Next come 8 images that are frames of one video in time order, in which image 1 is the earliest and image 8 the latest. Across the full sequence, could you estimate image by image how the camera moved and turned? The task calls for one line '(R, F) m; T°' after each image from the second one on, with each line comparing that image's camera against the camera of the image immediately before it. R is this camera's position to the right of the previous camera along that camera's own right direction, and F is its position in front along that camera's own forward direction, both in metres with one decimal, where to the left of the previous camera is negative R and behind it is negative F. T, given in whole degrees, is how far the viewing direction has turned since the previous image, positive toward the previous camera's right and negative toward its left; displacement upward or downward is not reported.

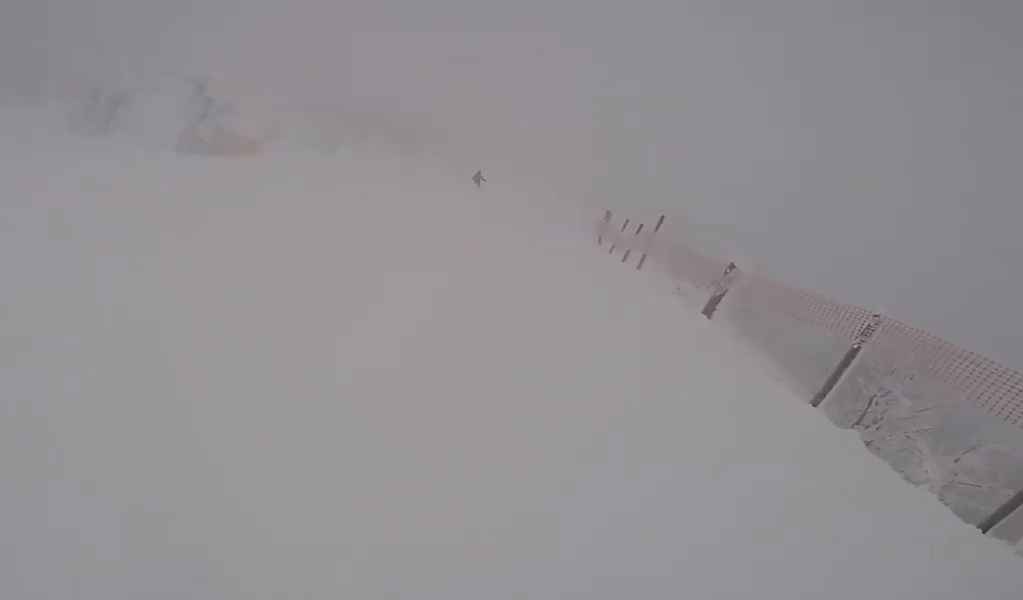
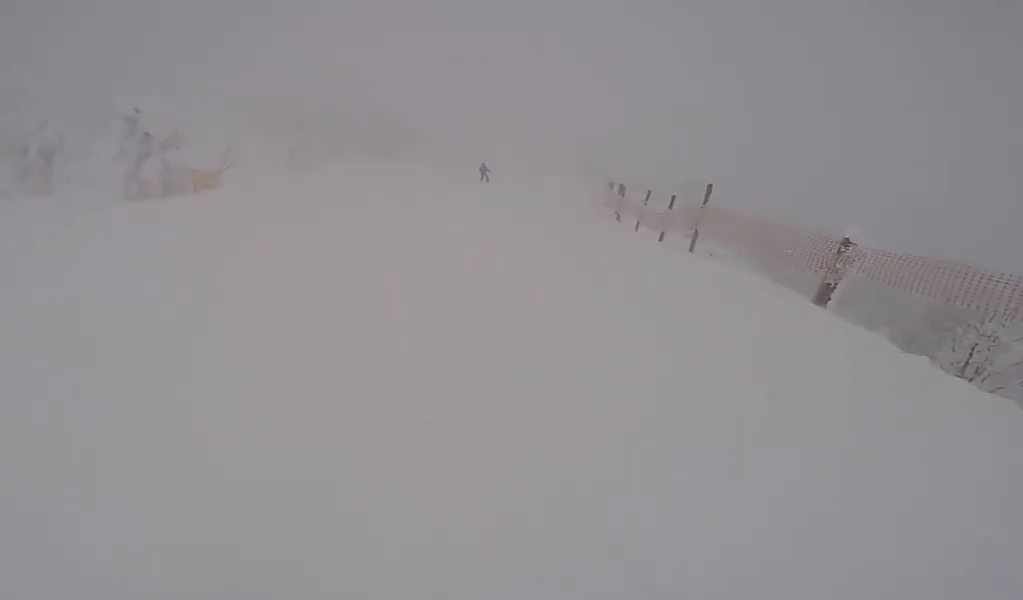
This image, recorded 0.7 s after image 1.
(-0.6, +2.9) m; -15°
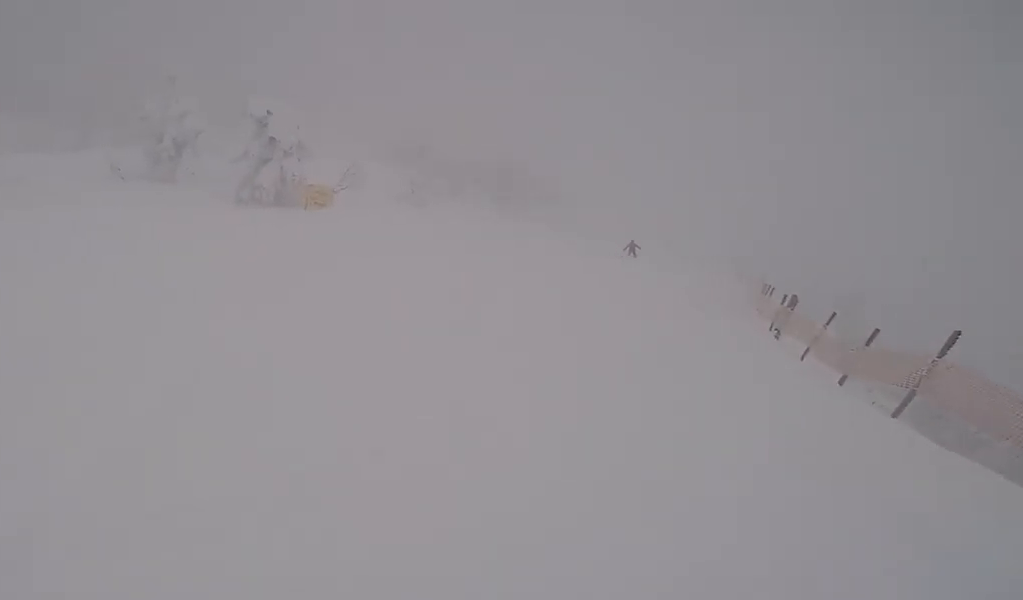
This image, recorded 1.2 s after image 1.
(-0.2, +2.1) m; -7°
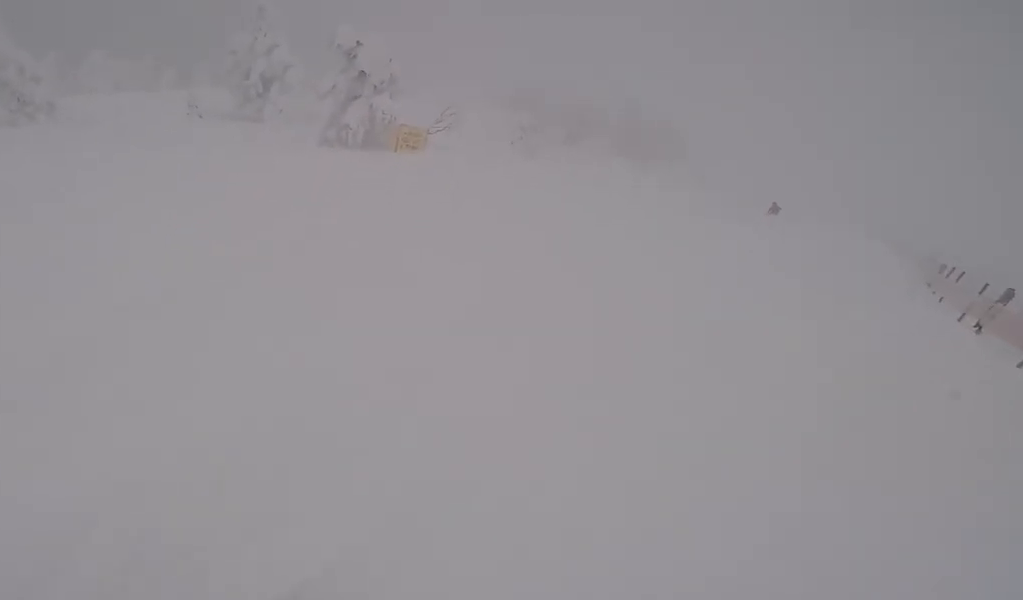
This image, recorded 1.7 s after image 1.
(-0.2, +2.2) m; -5°
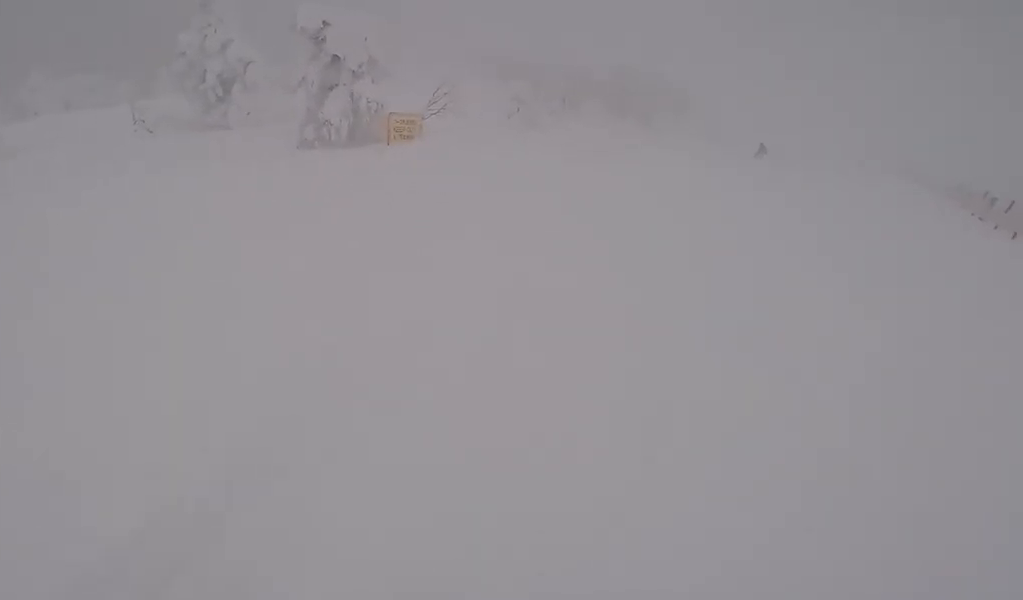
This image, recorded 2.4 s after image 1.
(-0.1, +2.8) m; -3°
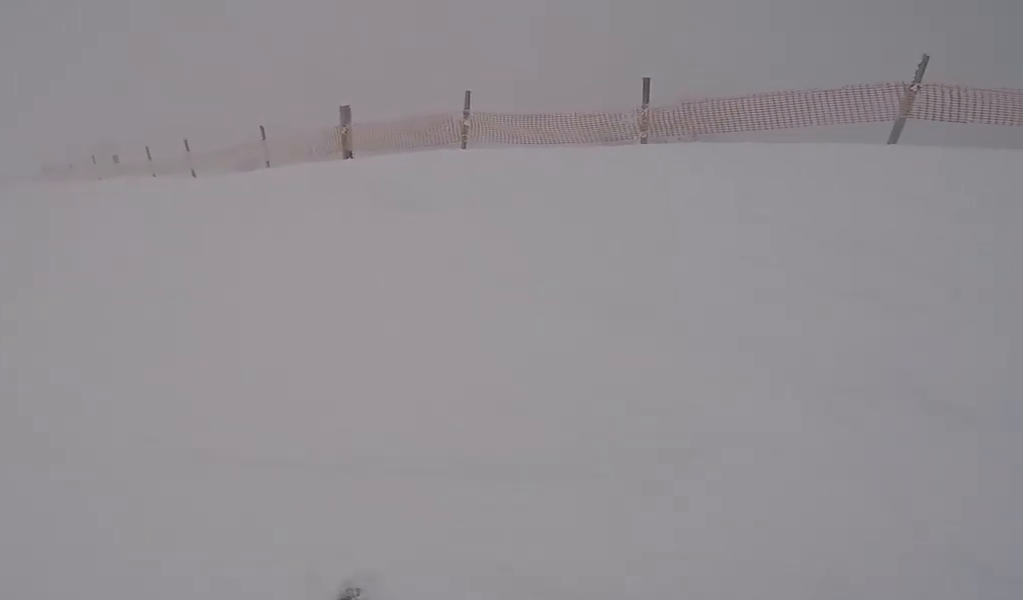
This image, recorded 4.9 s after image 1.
(+2.8, +8.6) m; +49°
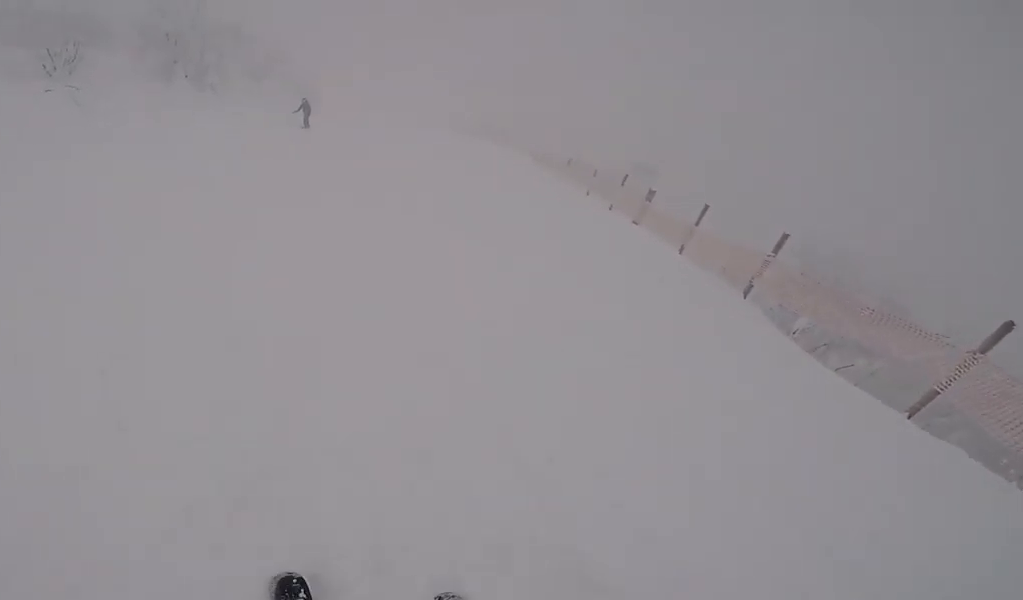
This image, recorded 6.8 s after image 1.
(+0.3, +8.1) m; -22°
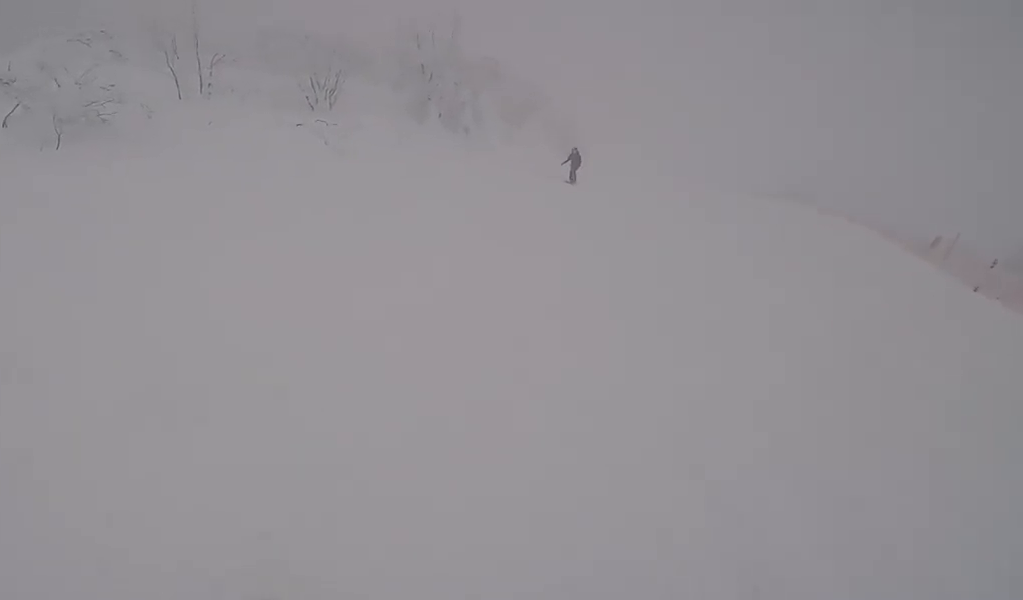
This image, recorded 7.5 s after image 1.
(-1.2, +2.7) m; 0°
